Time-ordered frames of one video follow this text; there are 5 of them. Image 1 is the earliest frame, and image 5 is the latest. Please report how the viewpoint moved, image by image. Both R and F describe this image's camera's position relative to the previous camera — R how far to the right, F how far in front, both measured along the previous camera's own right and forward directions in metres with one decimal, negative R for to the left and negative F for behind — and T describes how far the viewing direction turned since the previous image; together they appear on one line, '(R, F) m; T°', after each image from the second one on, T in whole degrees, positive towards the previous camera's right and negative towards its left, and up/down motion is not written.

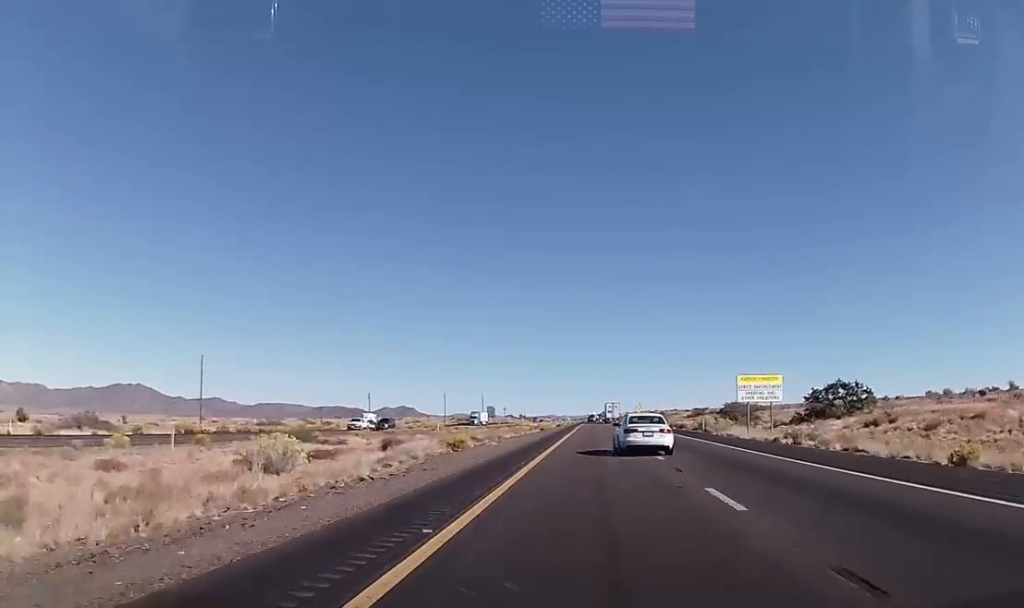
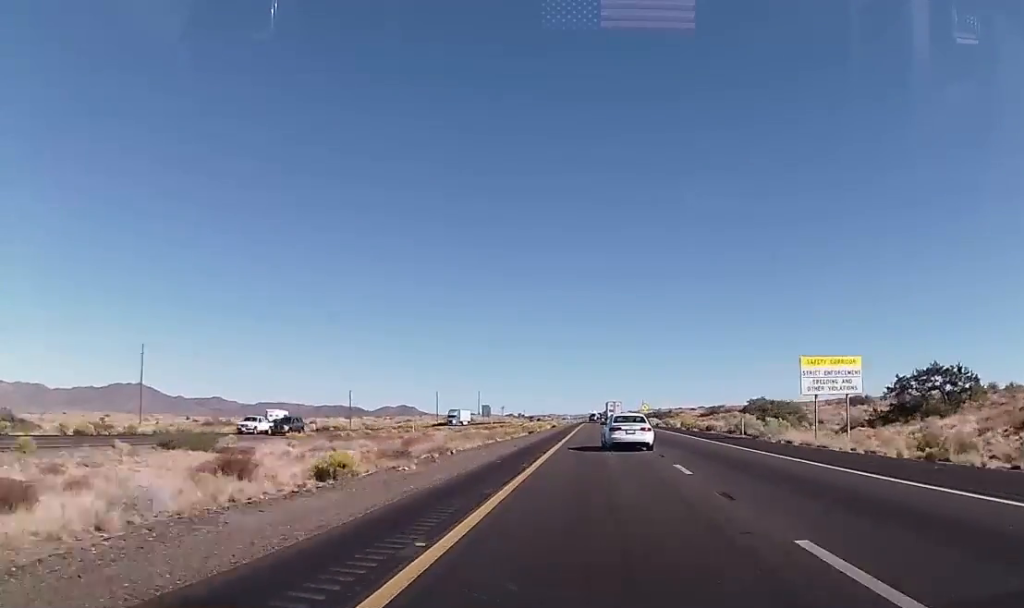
(0.0, +18.6) m; 0°
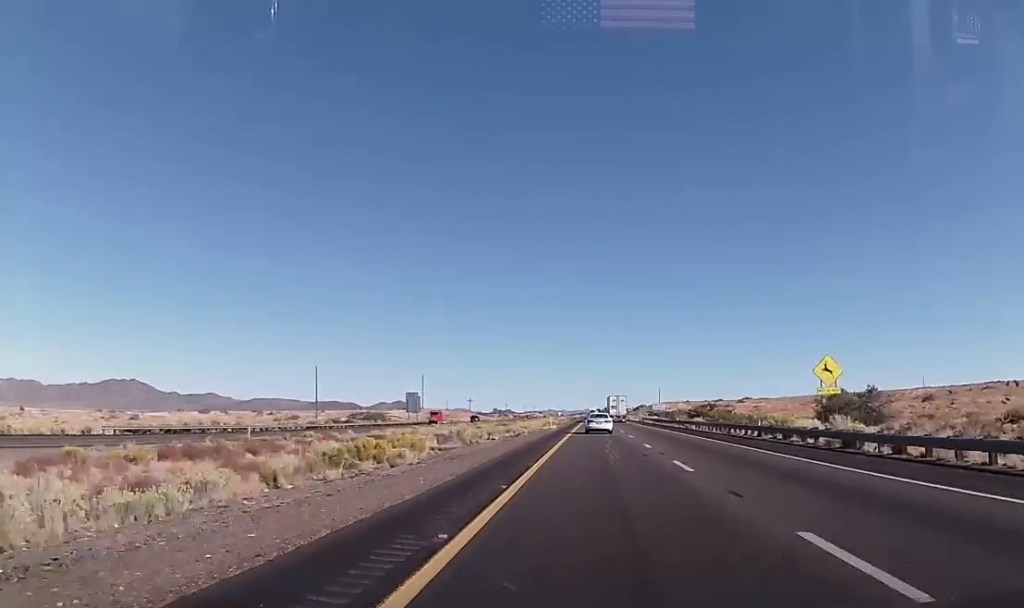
(+0.1, +137.6) m; 0°
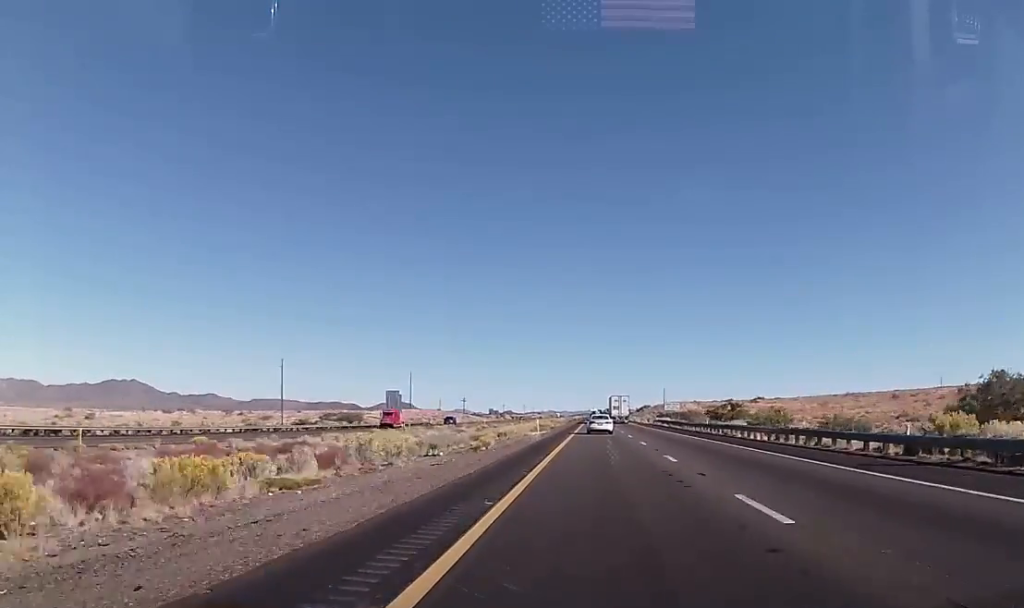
(0.0, +21.1) m; 0°
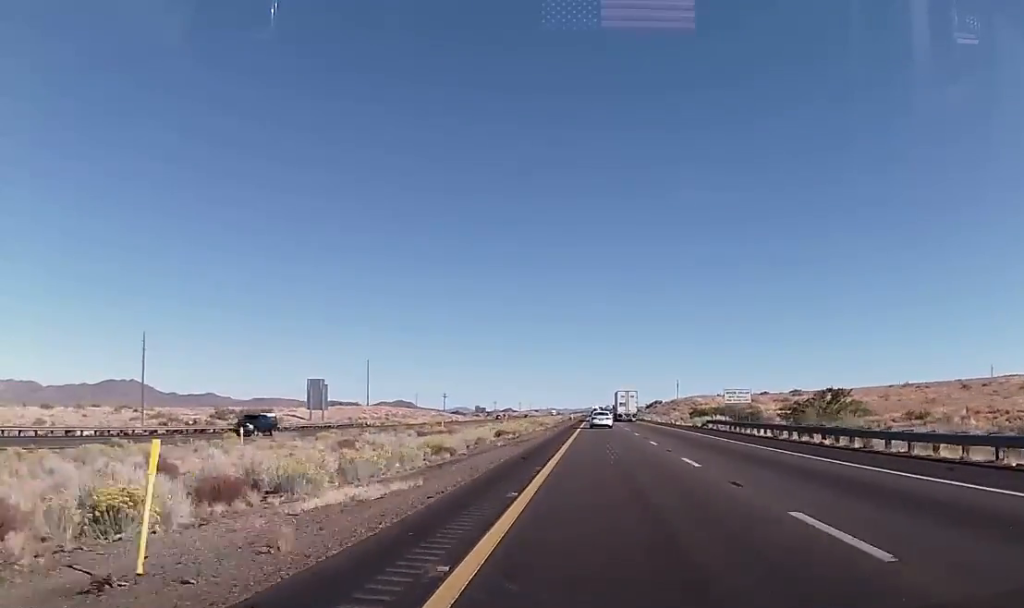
(0.0, +52.7) m; 0°
